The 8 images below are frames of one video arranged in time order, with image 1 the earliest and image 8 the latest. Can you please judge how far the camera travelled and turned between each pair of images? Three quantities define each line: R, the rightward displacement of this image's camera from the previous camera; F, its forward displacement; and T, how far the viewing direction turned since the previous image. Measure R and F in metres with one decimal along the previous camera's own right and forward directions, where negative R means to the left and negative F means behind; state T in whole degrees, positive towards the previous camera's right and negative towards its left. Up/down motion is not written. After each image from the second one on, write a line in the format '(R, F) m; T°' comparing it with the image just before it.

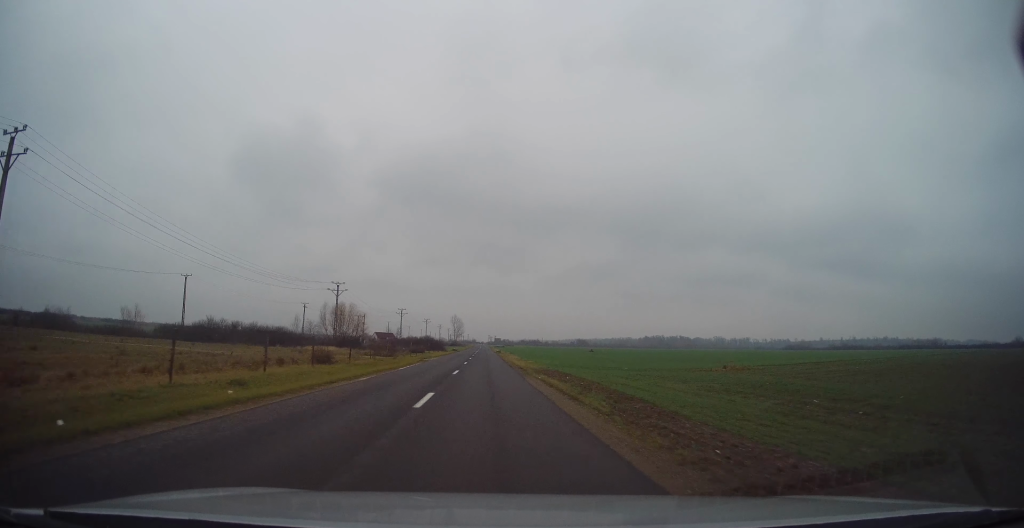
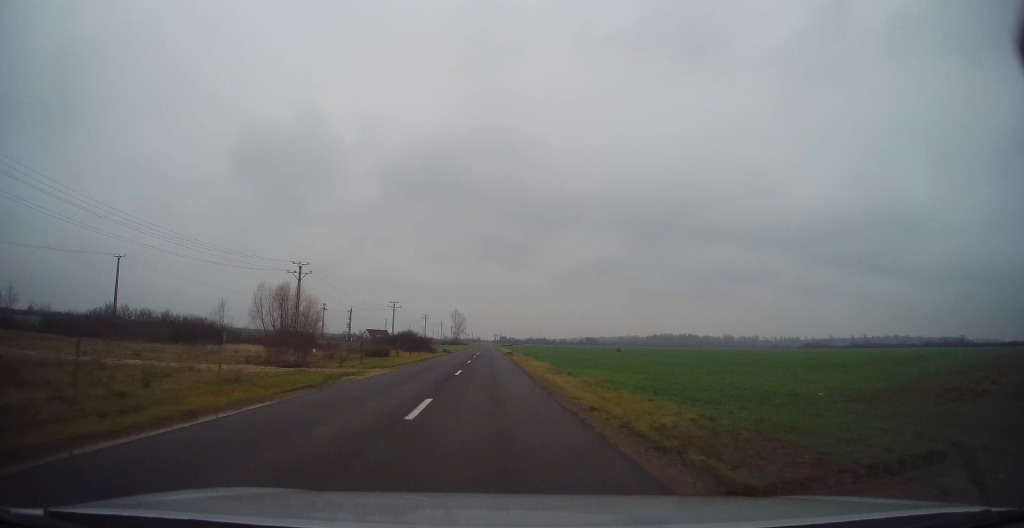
(-0.1, +24.7) m; 0°
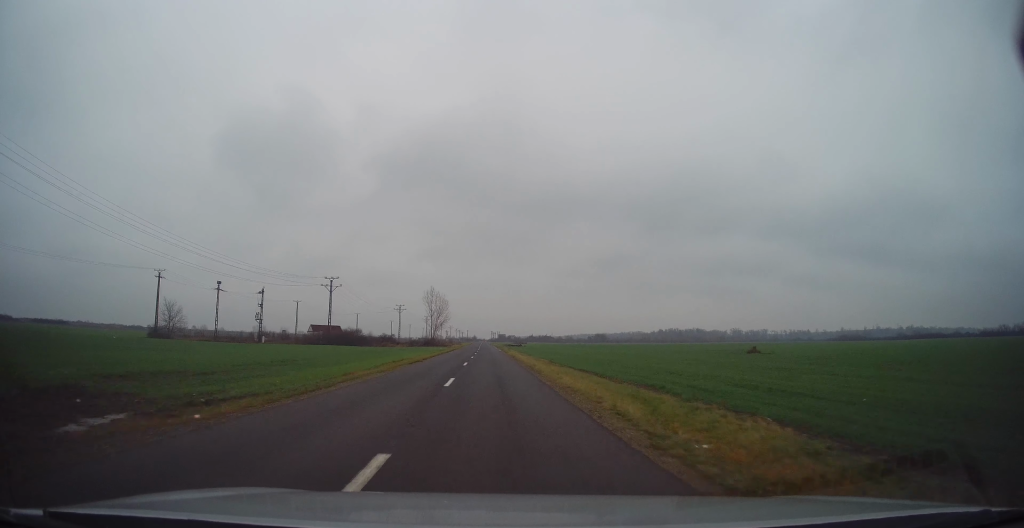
(-0.7, +64.3) m; 0°
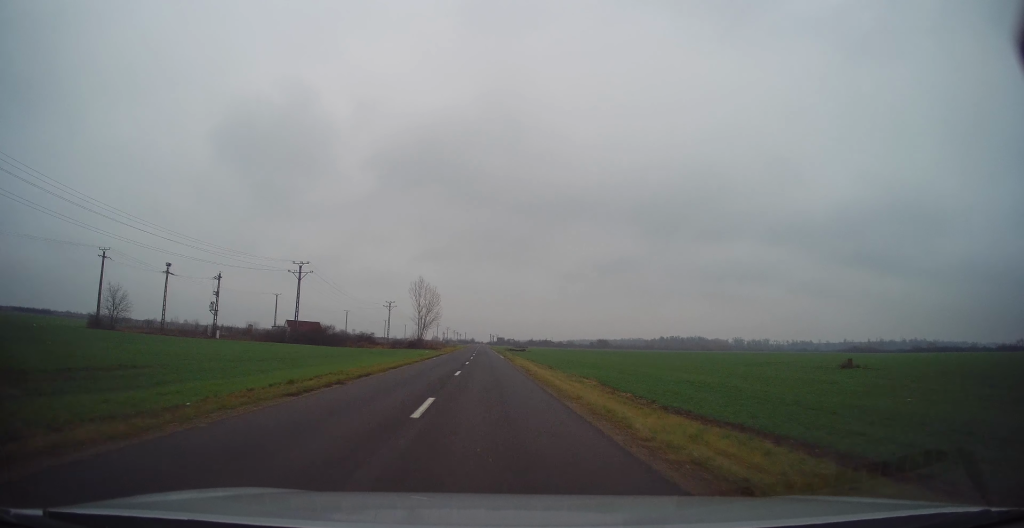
(+0.2, +17.6) m; +1°
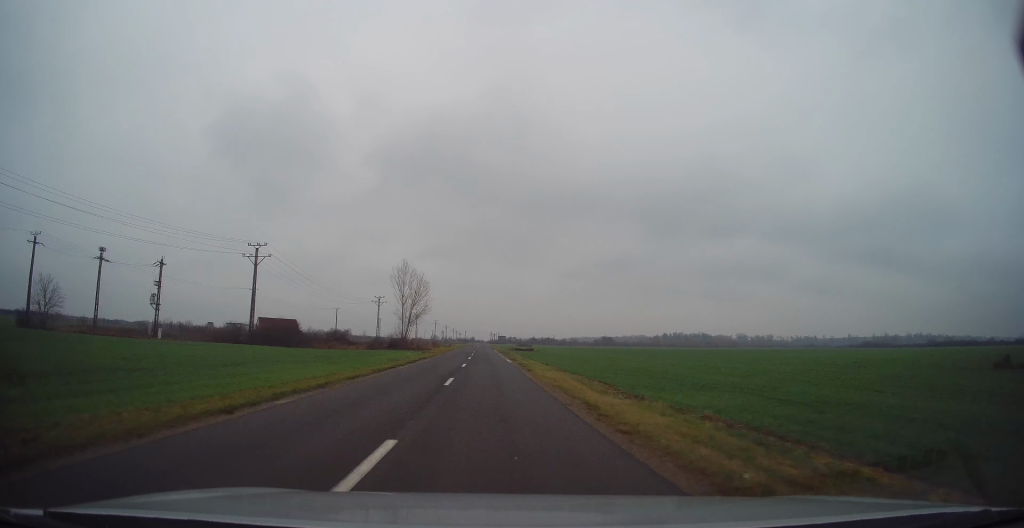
(+0.1, +16.3) m; 0°
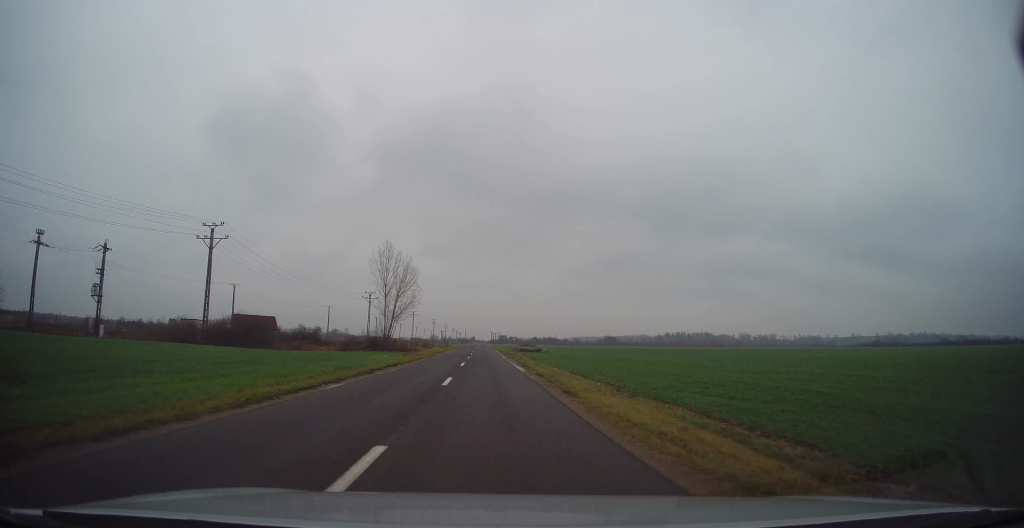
(0.0, +12.5) m; 0°
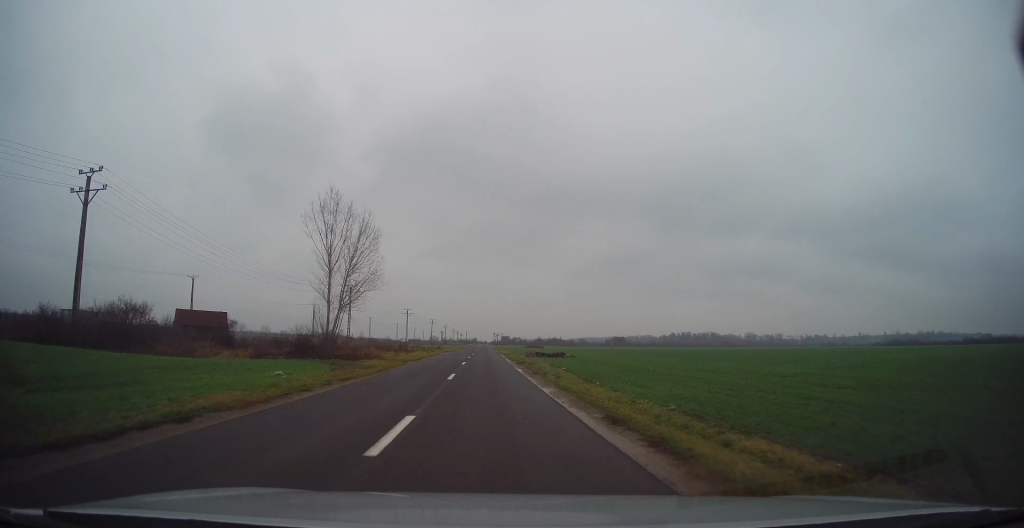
(0.0, +21.1) m; 0°
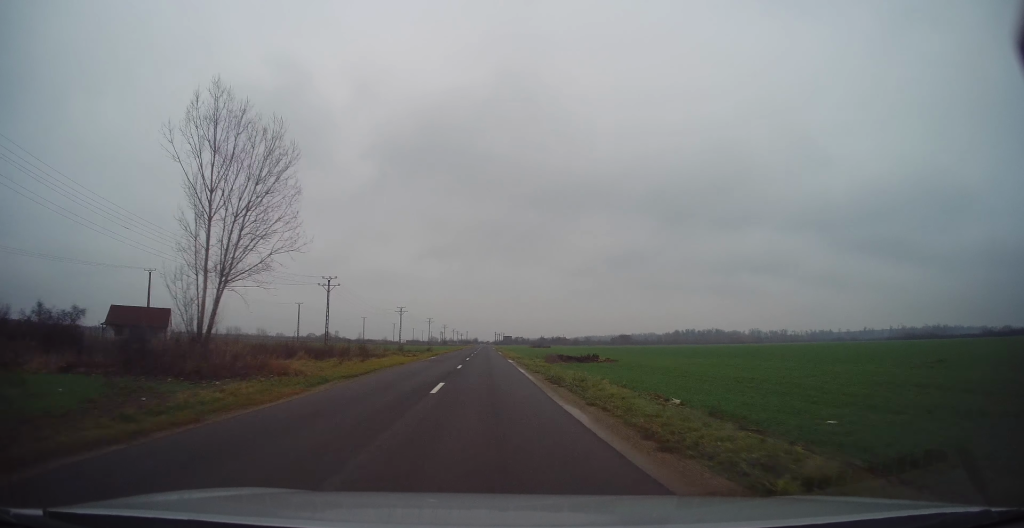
(0.0, +16.2) m; 0°
